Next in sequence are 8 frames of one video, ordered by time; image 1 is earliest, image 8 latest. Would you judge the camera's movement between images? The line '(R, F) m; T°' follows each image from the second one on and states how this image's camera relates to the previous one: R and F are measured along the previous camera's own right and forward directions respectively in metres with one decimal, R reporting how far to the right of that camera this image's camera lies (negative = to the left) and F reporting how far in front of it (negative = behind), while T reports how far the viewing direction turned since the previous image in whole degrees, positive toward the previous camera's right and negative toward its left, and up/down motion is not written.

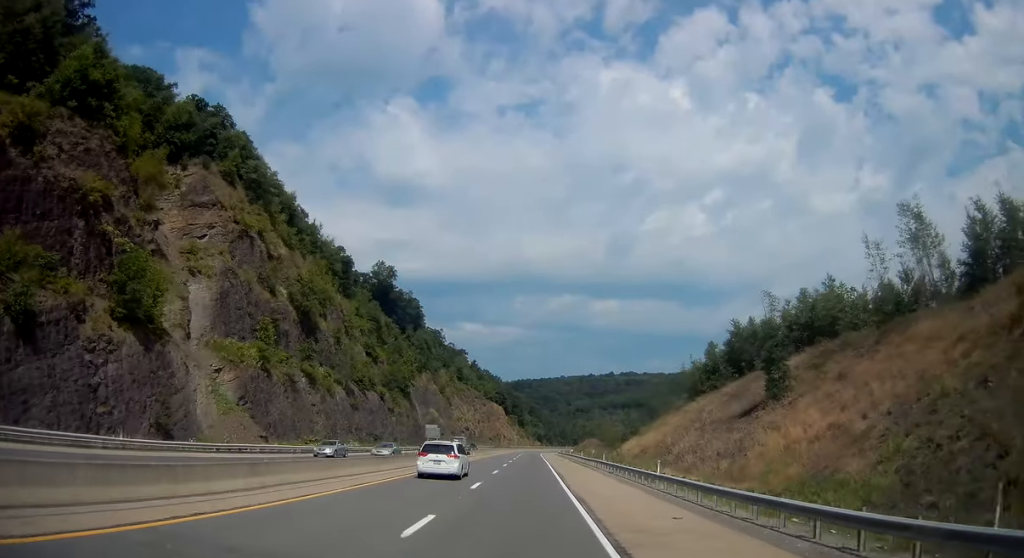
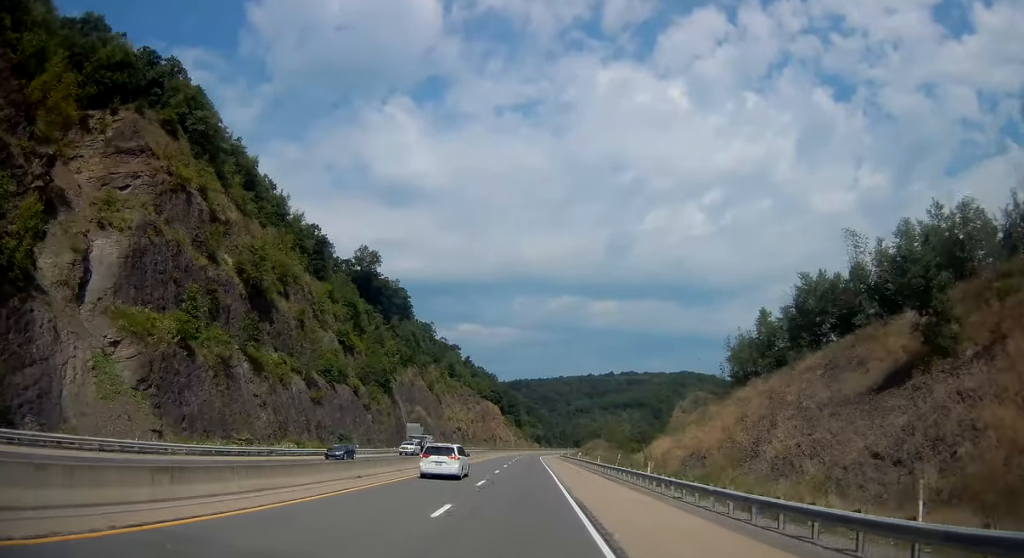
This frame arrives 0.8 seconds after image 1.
(-0.1, +20.9) m; 0°
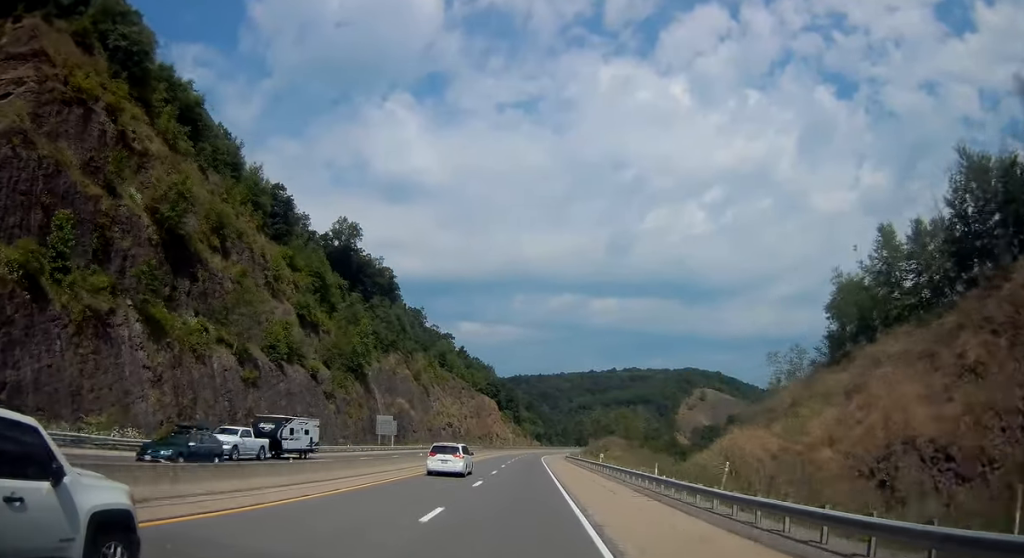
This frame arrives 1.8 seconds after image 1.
(+0.1, +25.3) m; 0°
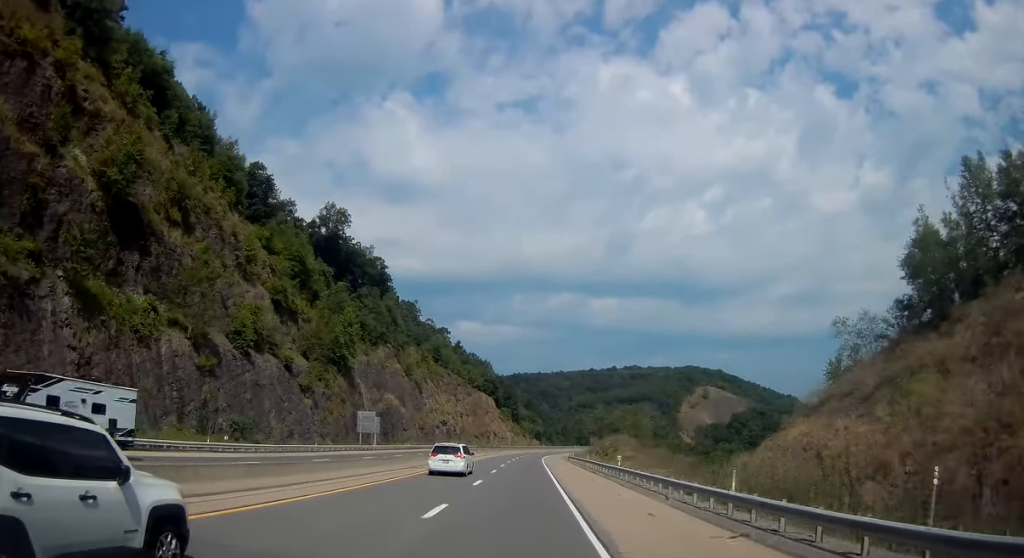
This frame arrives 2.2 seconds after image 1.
(0.0, +11.4) m; 0°
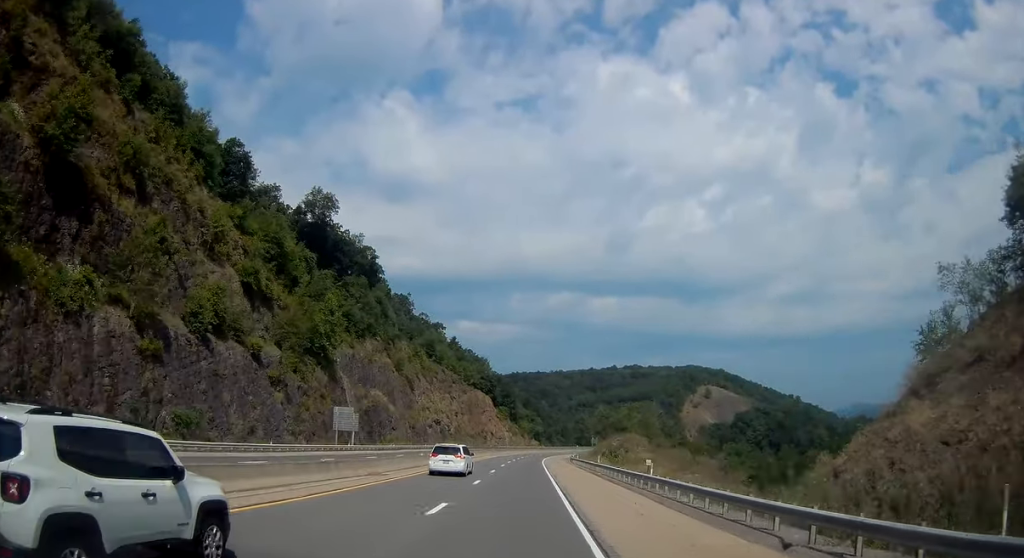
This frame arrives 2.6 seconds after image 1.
(-0.1, +11.3) m; 0°
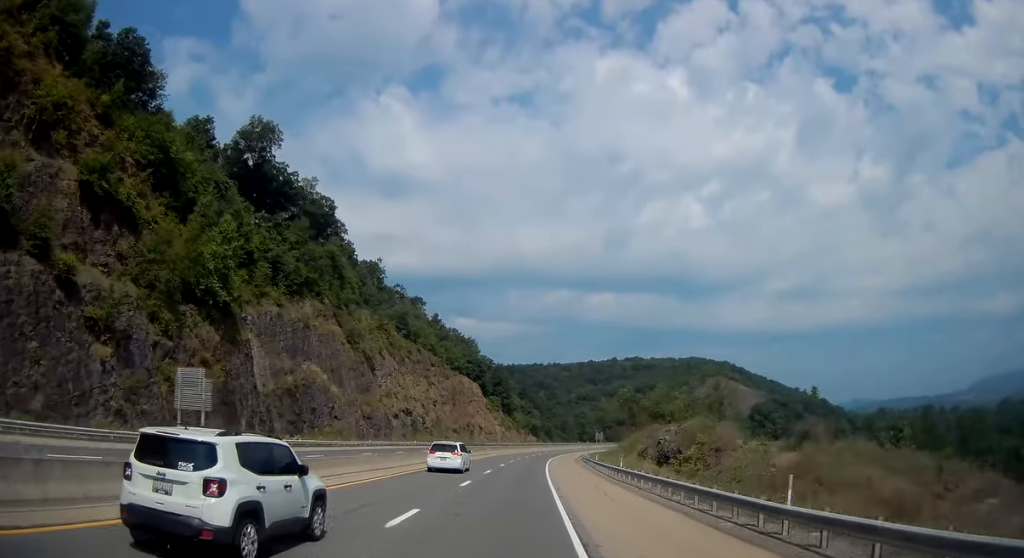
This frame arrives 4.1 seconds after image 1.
(+0.2, +39.2) m; +1°
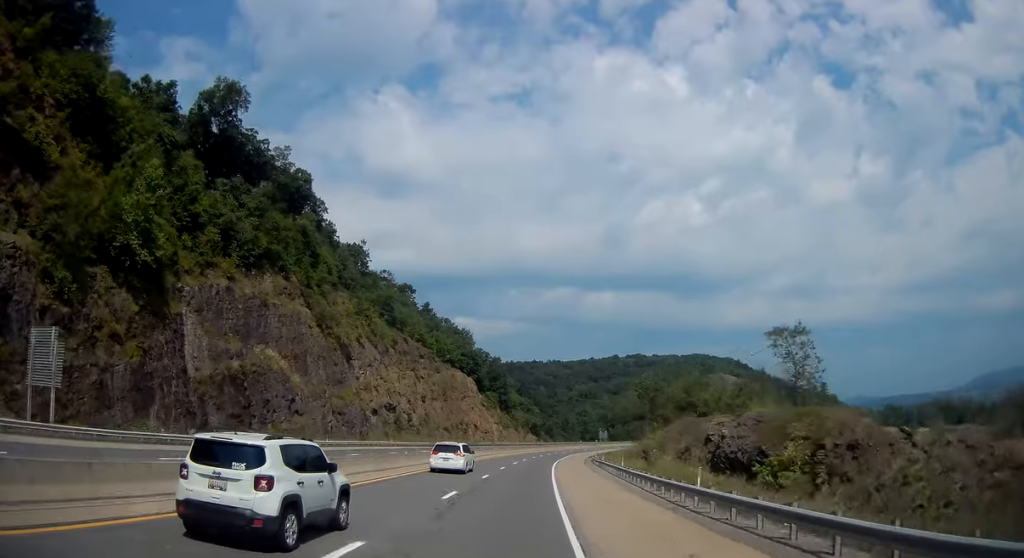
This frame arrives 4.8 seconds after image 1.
(+0.2, +17.4) m; 0°
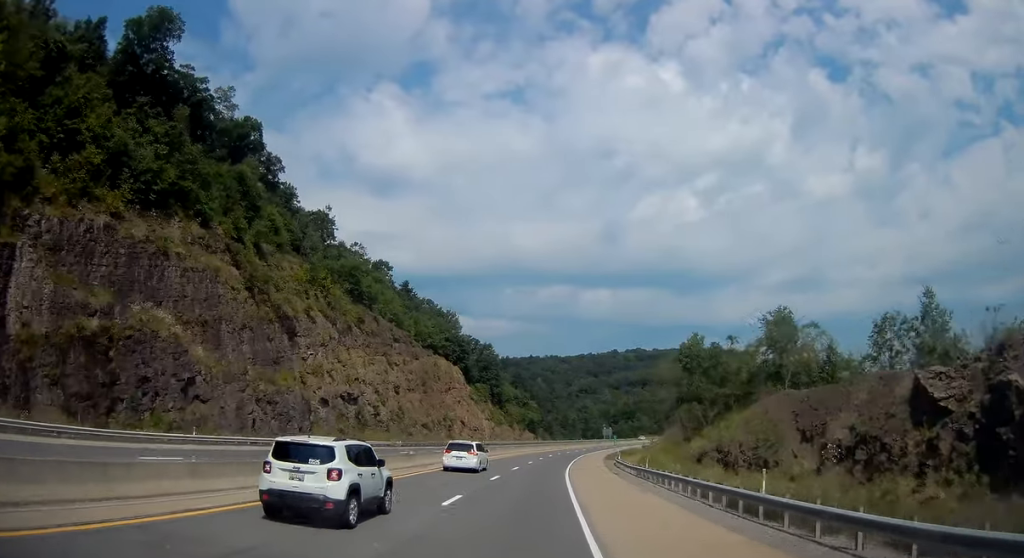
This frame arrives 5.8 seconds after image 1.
(-0.1, +26.9) m; 0°
